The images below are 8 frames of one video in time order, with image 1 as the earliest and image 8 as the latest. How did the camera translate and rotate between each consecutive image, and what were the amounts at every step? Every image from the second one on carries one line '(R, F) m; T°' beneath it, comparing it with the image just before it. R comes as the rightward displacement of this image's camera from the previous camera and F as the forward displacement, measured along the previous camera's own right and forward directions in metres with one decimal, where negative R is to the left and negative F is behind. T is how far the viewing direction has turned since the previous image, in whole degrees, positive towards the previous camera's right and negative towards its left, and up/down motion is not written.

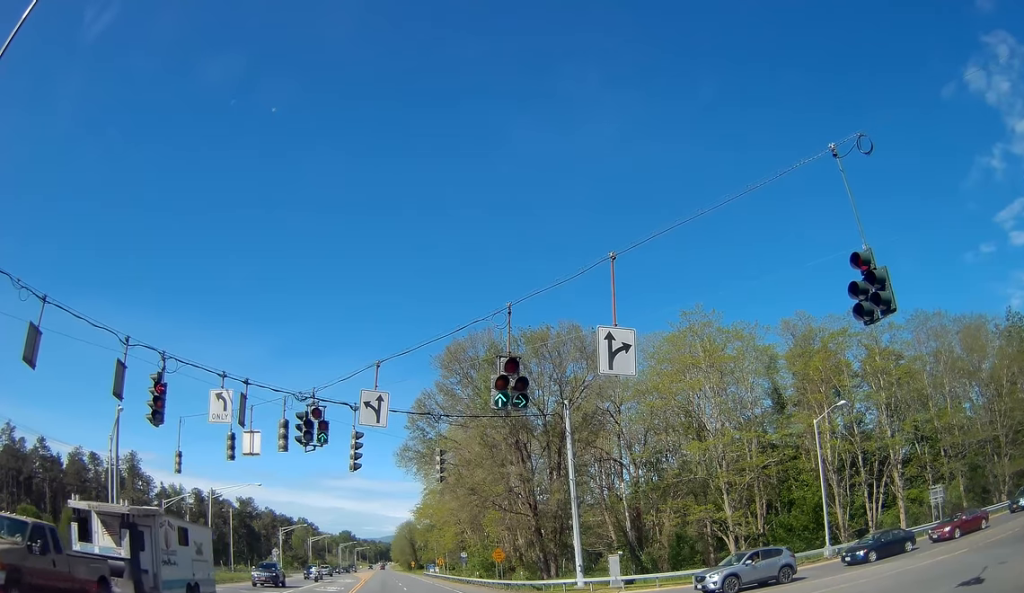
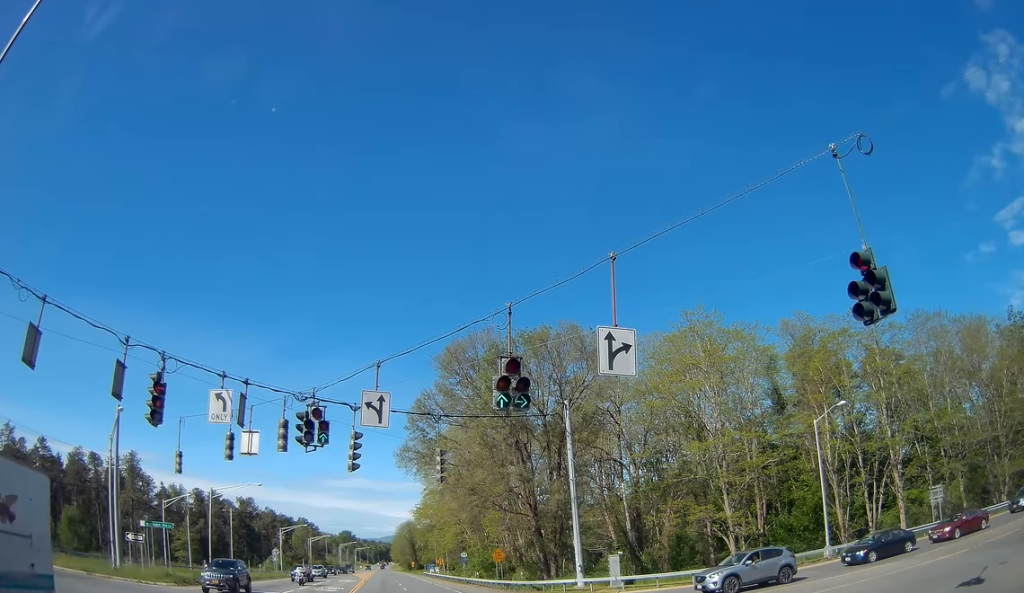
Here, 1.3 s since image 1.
(0.0, 0.0) m; 0°
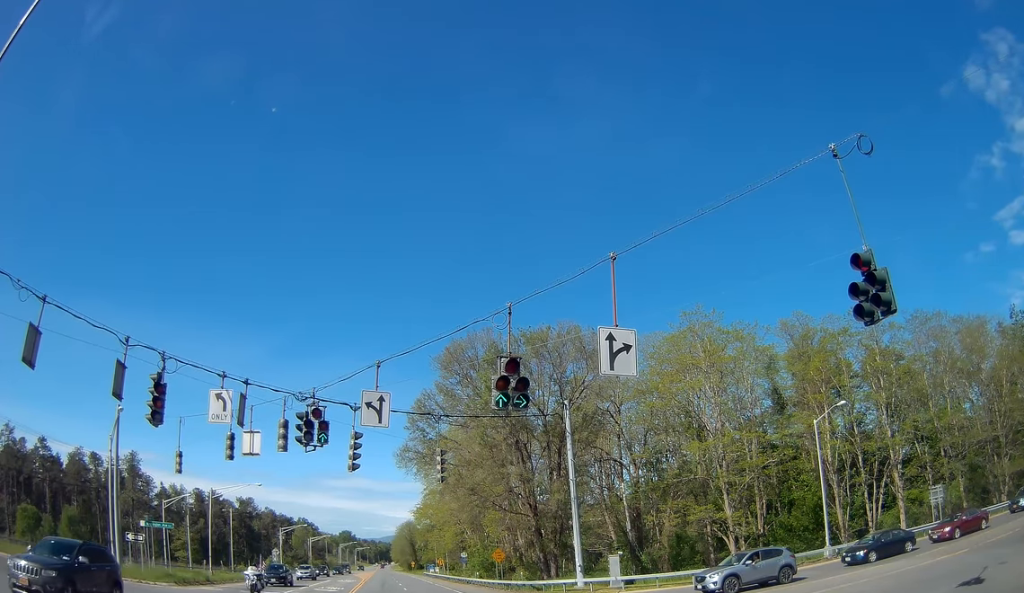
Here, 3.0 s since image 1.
(0.0, 0.0) m; 0°
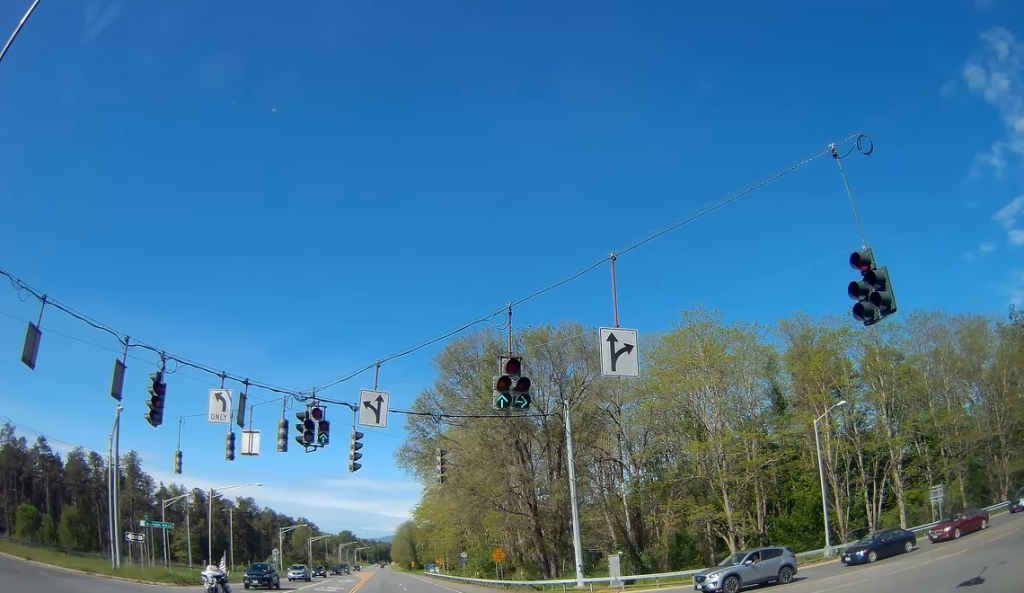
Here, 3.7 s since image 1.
(0.0, 0.0) m; 0°
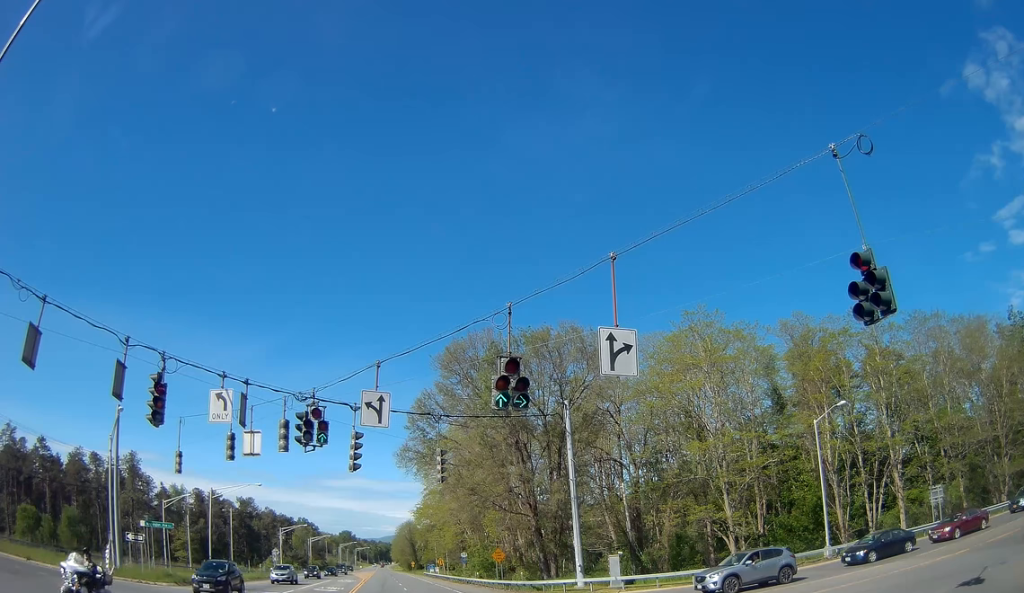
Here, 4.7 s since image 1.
(0.0, 0.0) m; 0°
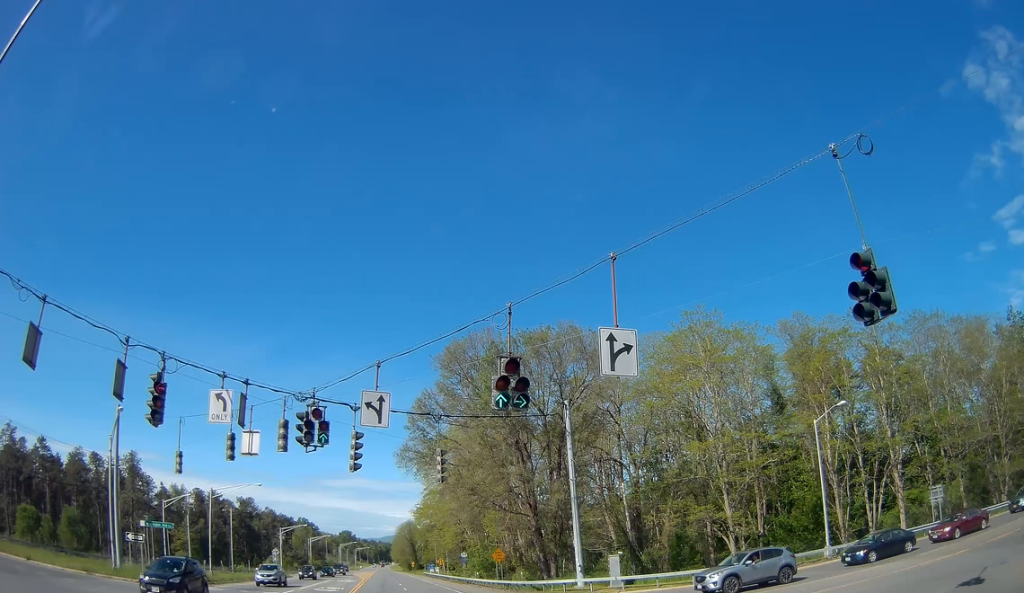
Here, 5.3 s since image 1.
(0.0, 0.0) m; 0°
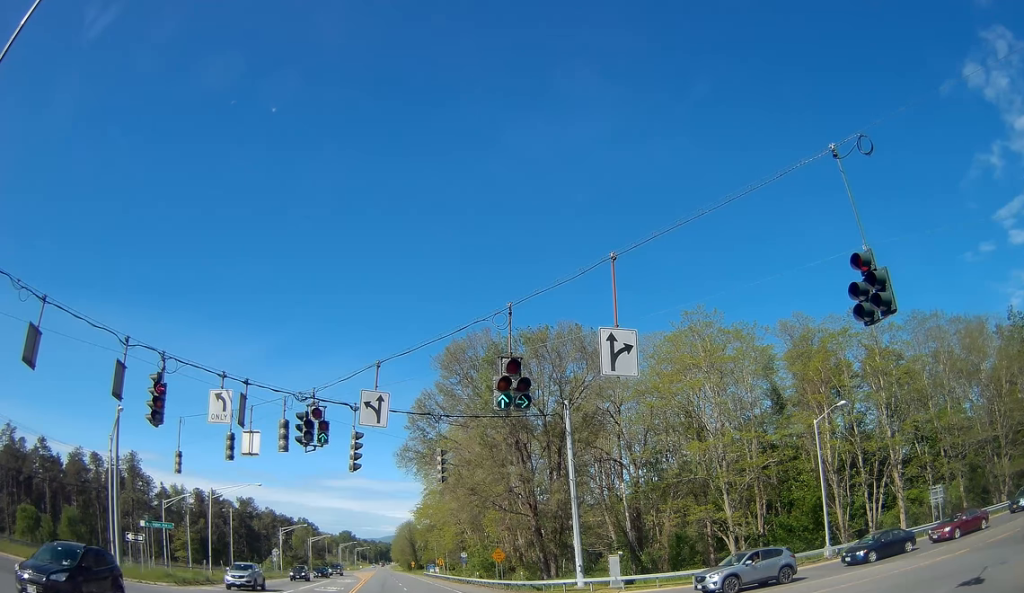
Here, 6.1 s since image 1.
(0.0, 0.0) m; 0°
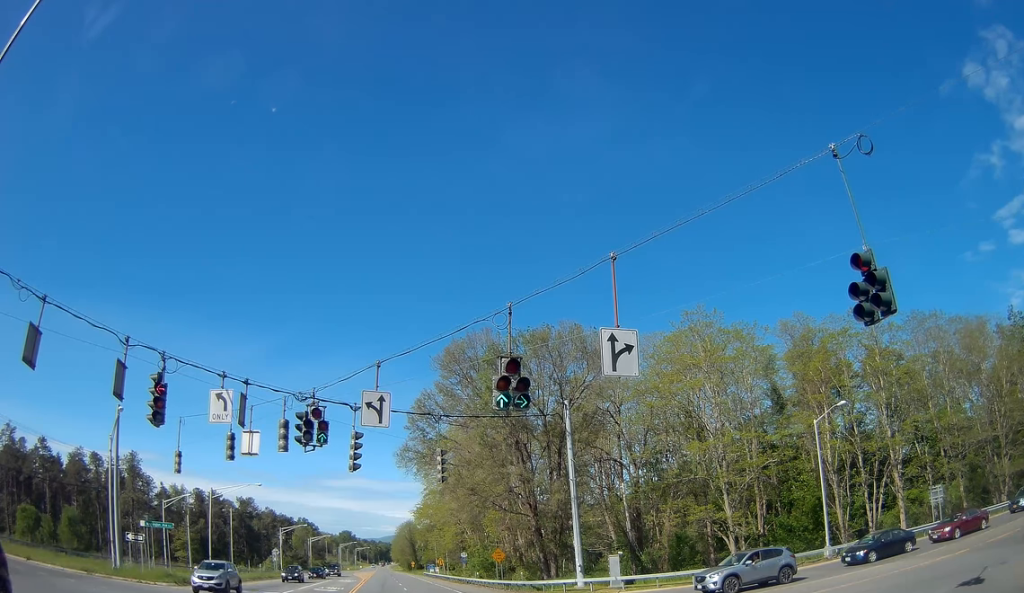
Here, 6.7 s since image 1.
(0.0, 0.0) m; 0°
